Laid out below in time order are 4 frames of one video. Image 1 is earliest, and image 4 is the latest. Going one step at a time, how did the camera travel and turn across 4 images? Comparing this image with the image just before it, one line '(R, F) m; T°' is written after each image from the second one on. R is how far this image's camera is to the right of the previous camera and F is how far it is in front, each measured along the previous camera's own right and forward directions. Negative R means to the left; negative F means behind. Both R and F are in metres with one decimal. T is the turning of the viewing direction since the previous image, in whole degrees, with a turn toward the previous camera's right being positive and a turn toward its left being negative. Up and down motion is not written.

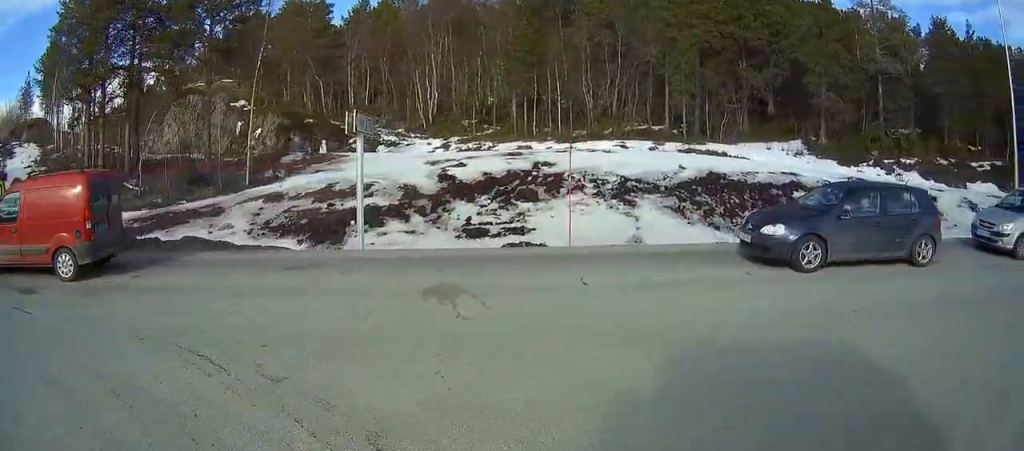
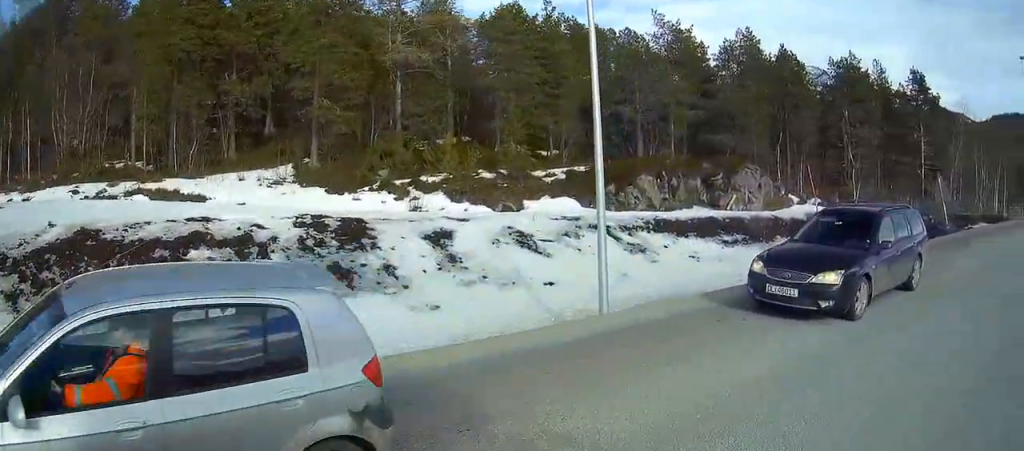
(+3.5, +7.6) m; +44°
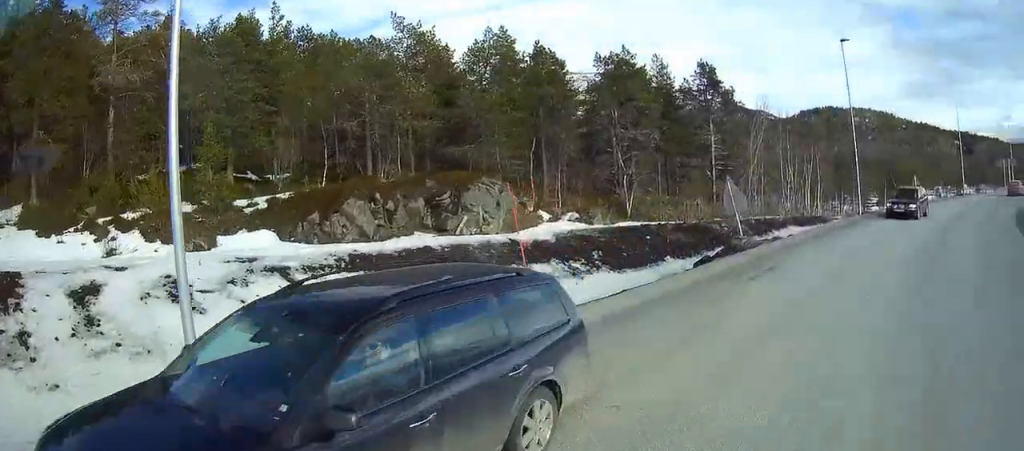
(+0.3, +3.8) m; +7°
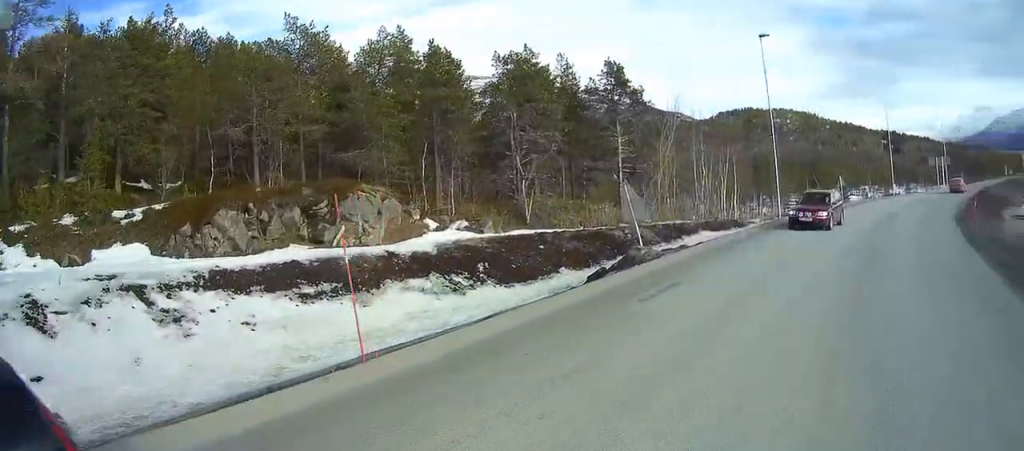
(-0.1, +1.8) m; +4°
